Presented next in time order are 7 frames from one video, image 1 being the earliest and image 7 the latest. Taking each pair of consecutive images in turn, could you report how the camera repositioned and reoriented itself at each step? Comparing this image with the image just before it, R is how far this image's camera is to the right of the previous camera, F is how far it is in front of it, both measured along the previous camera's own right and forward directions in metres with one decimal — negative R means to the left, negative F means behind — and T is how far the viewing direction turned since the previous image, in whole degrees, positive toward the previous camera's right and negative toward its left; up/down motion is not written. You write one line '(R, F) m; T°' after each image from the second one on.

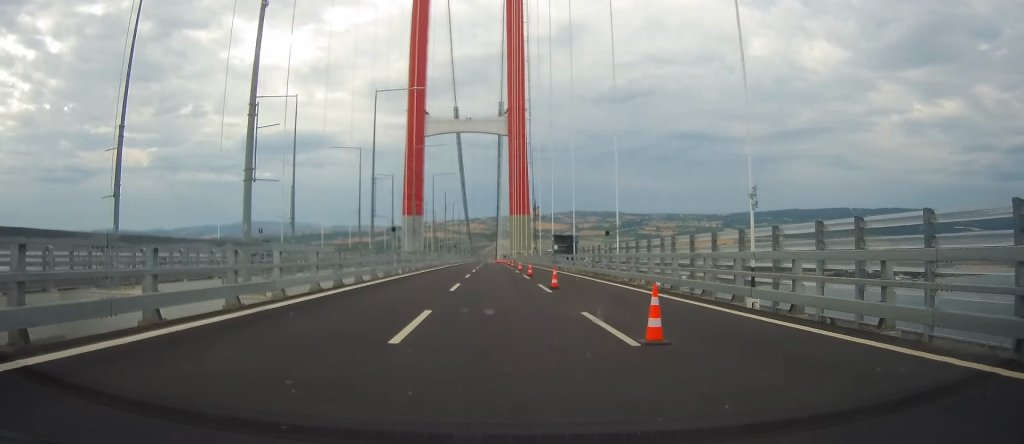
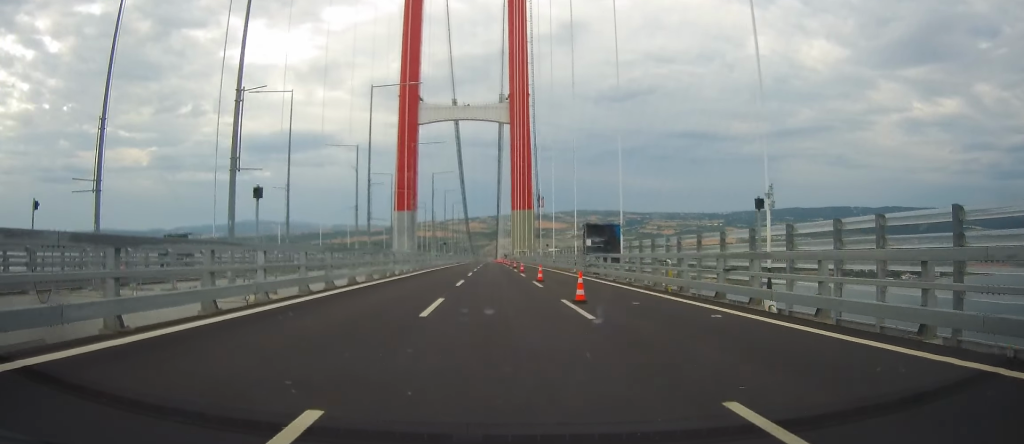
(+0.3, +25.4) m; 0°
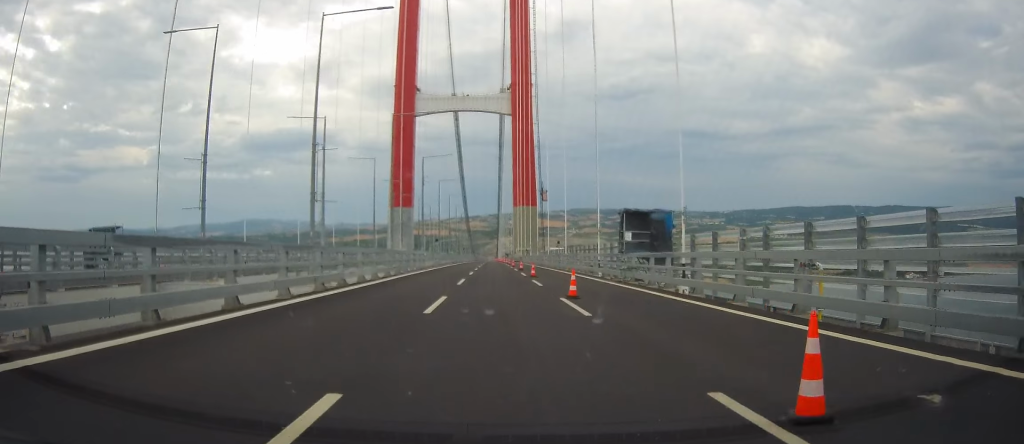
(-0.2, +14.1) m; +1°
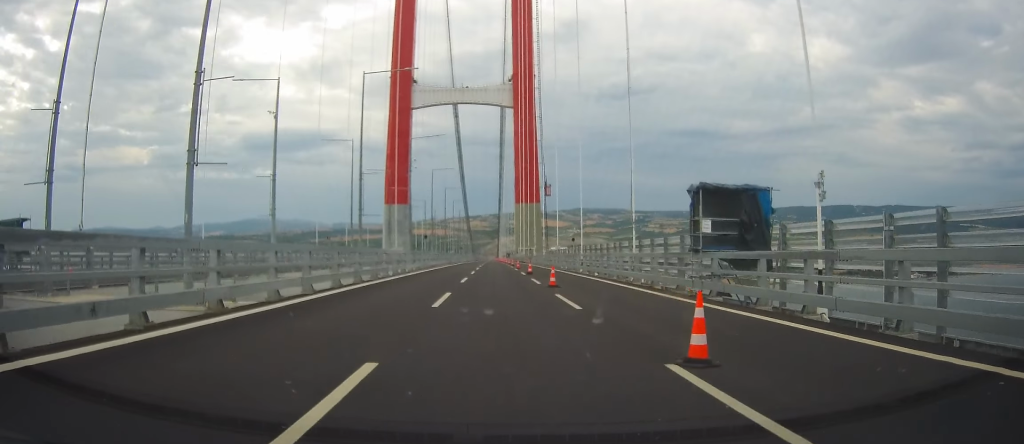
(+0.3, +13.0) m; 0°
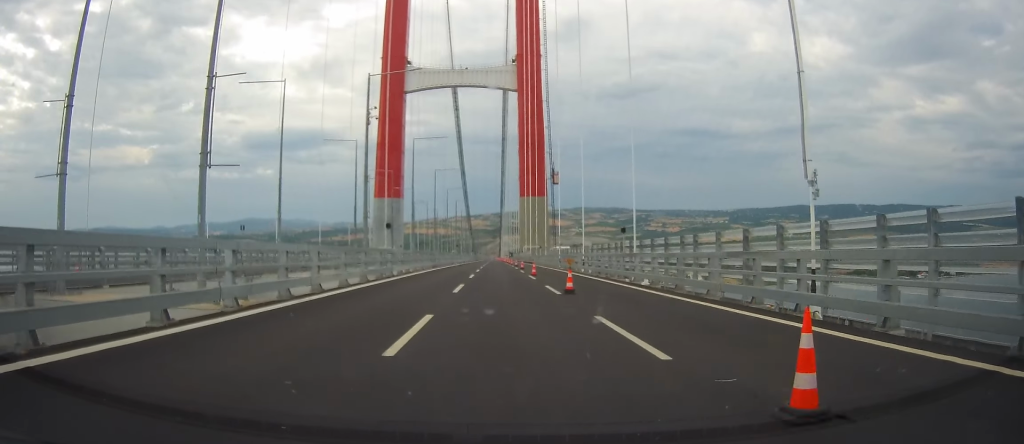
(-0.3, +22.8) m; -1°
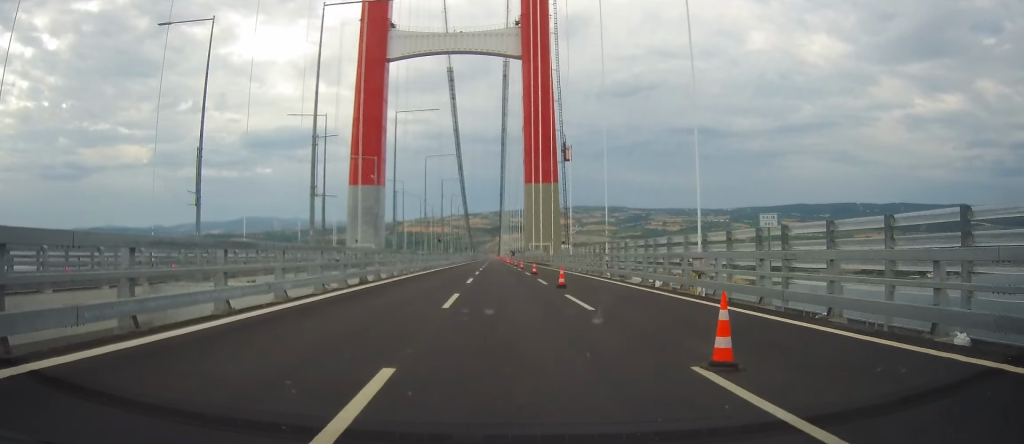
(+0.3, +36.4) m; +1°
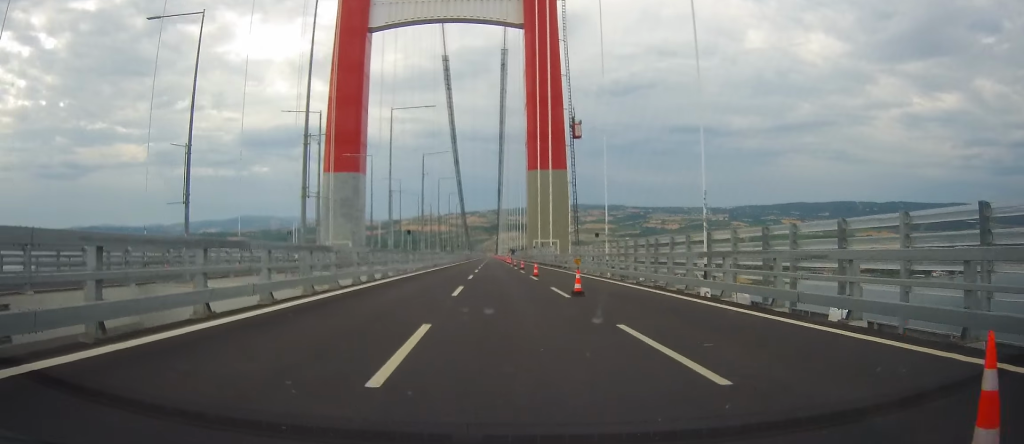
(0.0, +24.8) m; 0°
